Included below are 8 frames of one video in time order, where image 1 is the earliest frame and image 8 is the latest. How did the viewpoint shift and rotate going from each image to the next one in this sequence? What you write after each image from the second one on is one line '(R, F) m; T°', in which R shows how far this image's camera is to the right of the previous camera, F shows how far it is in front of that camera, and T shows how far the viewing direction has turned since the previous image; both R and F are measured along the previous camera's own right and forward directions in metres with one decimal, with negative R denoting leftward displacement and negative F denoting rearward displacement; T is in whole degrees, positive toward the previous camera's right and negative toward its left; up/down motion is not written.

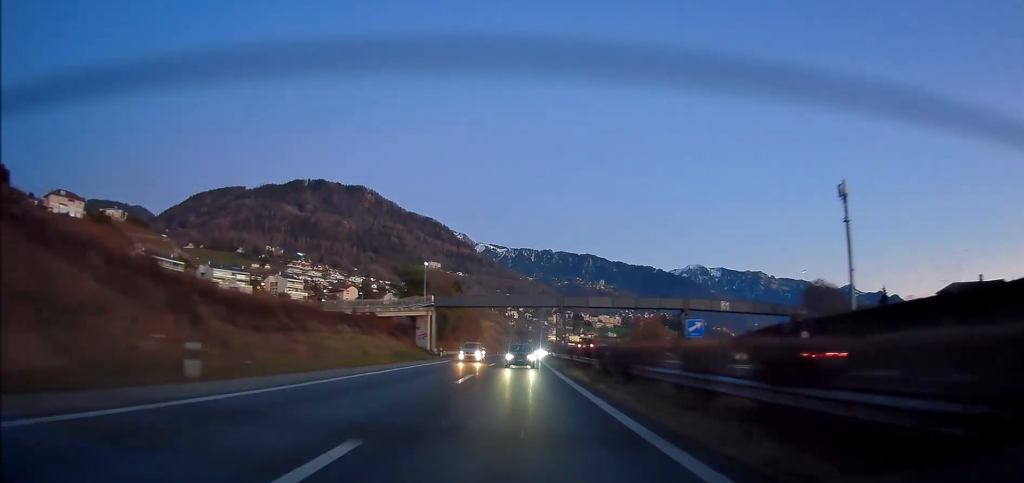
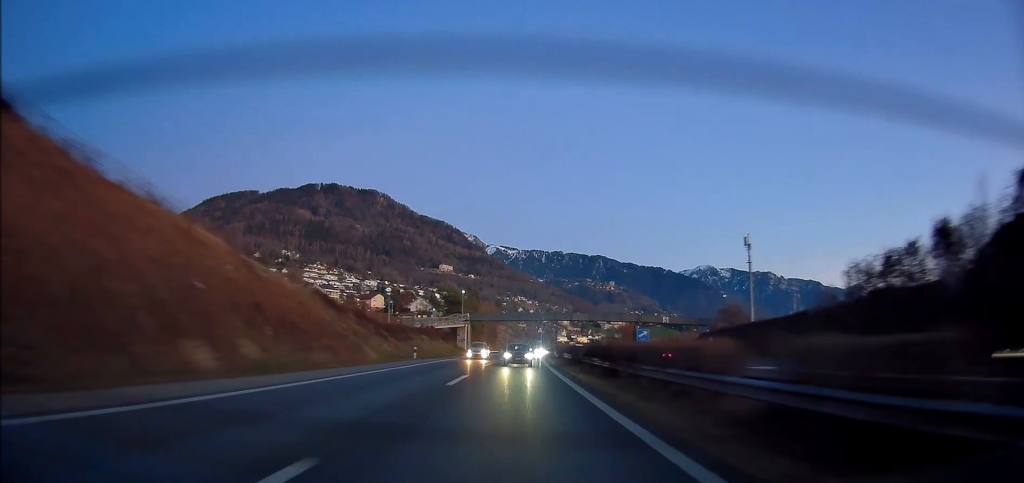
(-0.3, +35.5) m; -1°
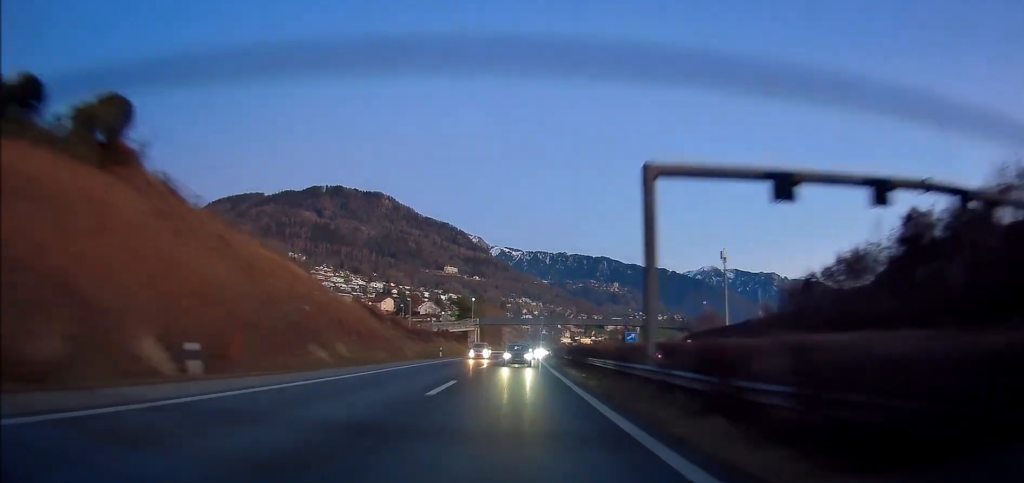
(-0.2, +14.8) m; 0°
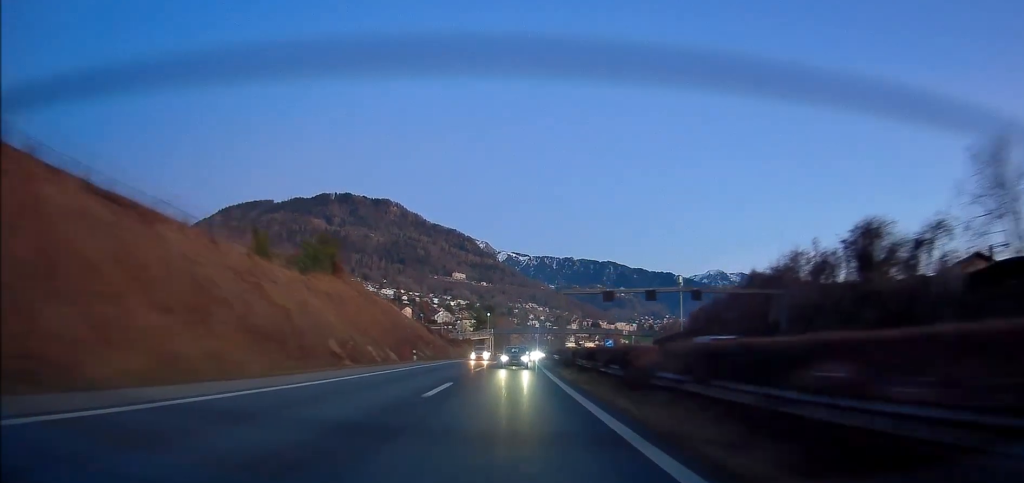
(-0.2, +37.4) m; -1°
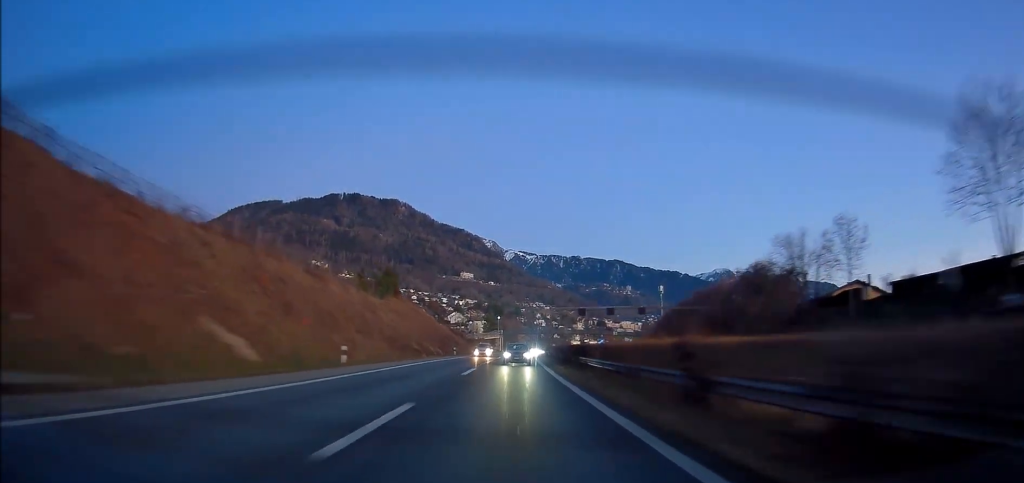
(-0.3, +28.3) m; -1°
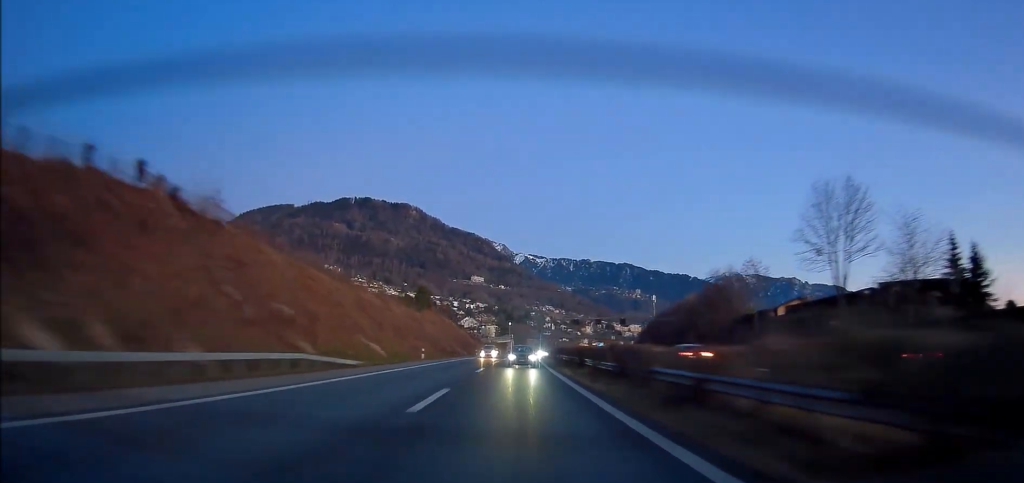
(0.0, +23.5) m; -1°
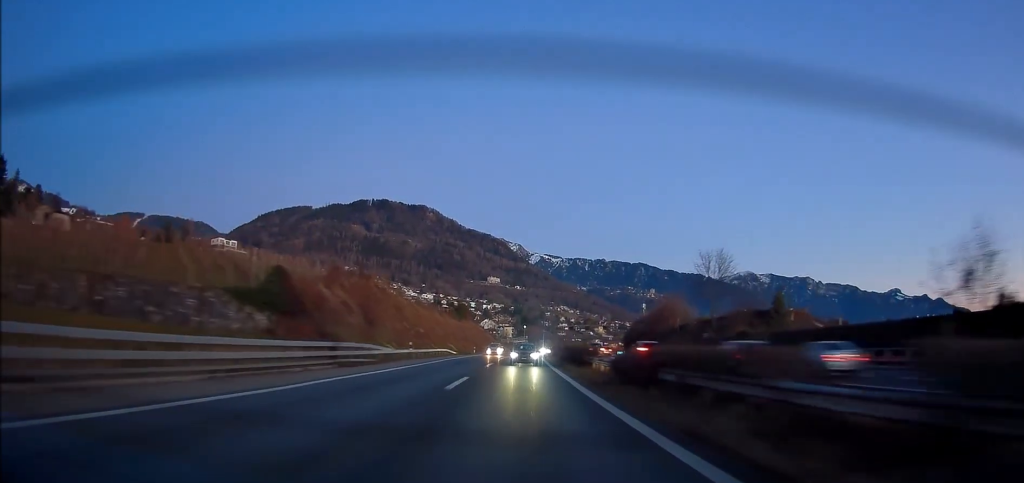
(-0.6, +42.8) m; -2°
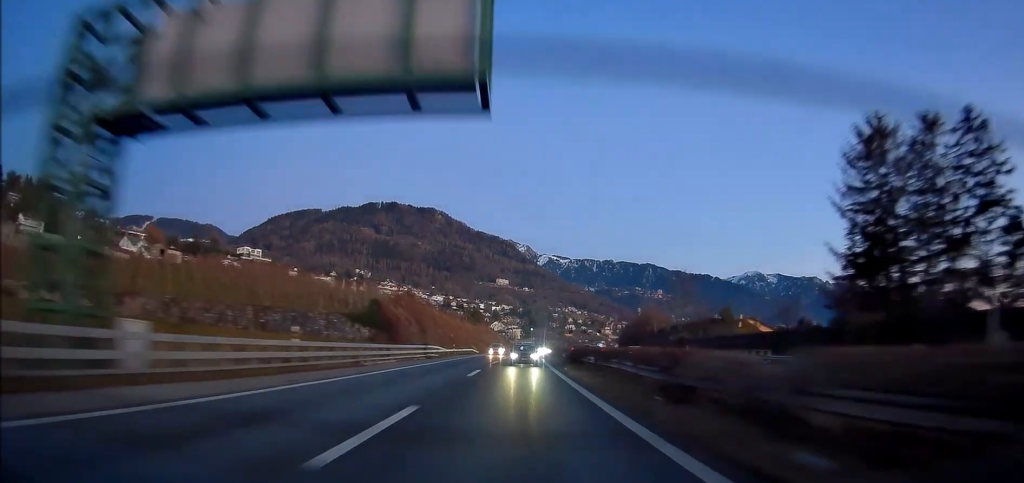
(0.0, +26.1) m; -1°
